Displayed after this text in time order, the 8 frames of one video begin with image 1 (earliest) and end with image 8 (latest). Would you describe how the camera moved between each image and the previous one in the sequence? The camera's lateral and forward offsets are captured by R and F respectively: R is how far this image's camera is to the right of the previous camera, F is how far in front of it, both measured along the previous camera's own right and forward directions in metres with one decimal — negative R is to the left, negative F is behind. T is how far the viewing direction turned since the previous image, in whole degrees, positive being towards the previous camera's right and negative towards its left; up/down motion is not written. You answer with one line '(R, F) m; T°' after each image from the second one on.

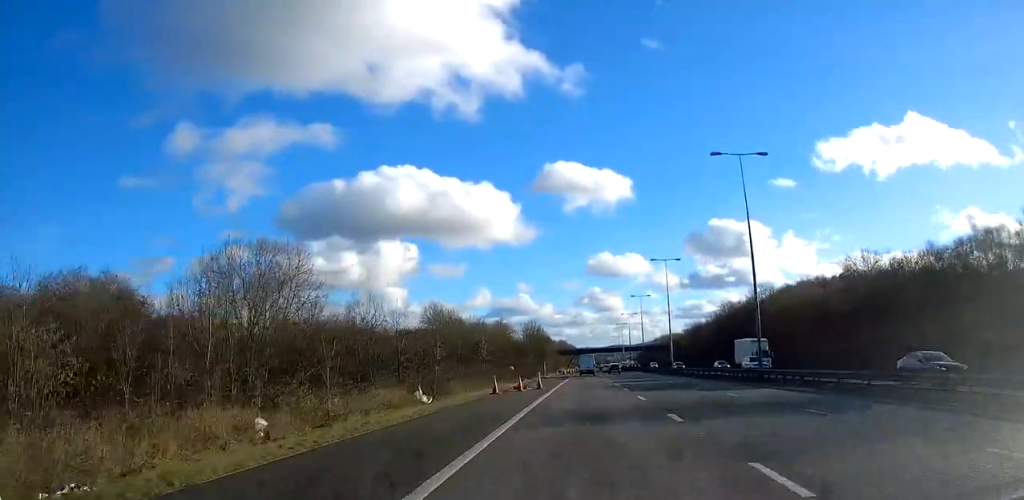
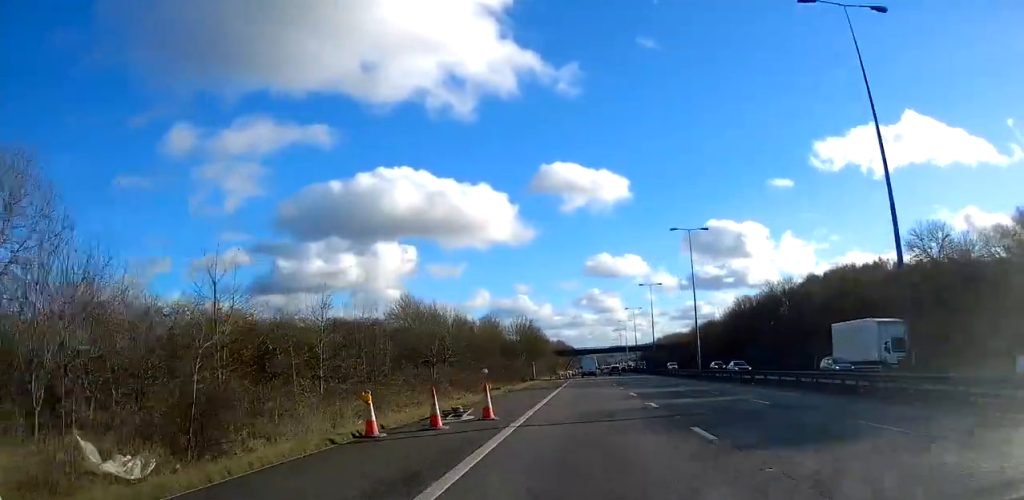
(0.0, +20.4) m; 0°
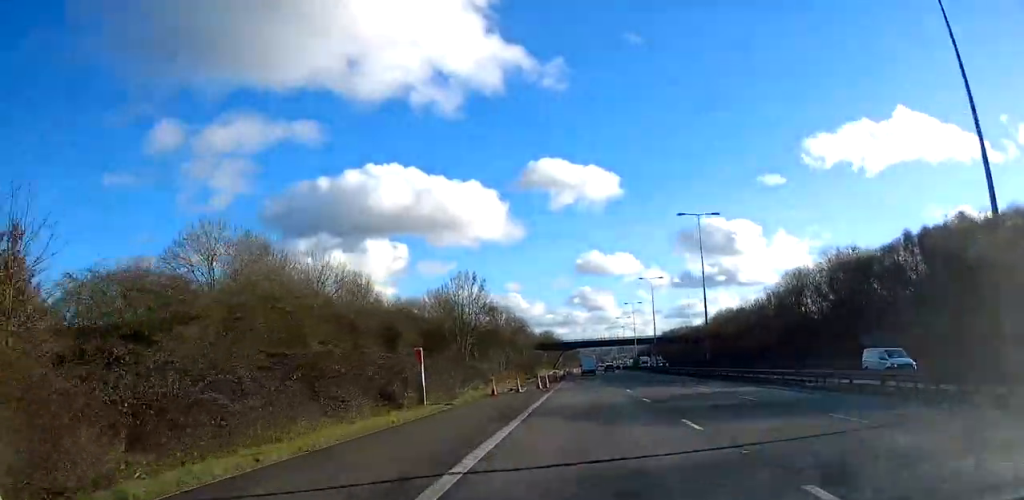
(+0.2, +52.3) m; 0°
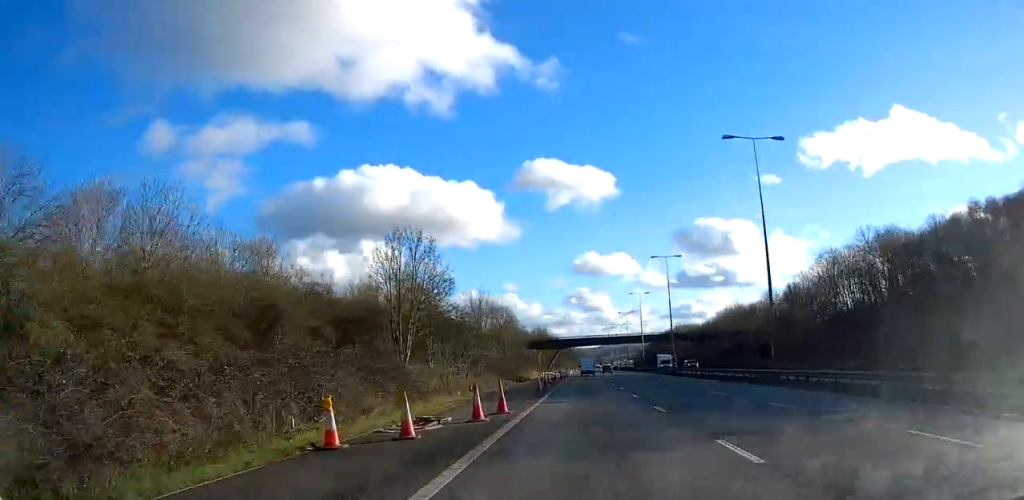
(+0.1, +22.0) m; 0°
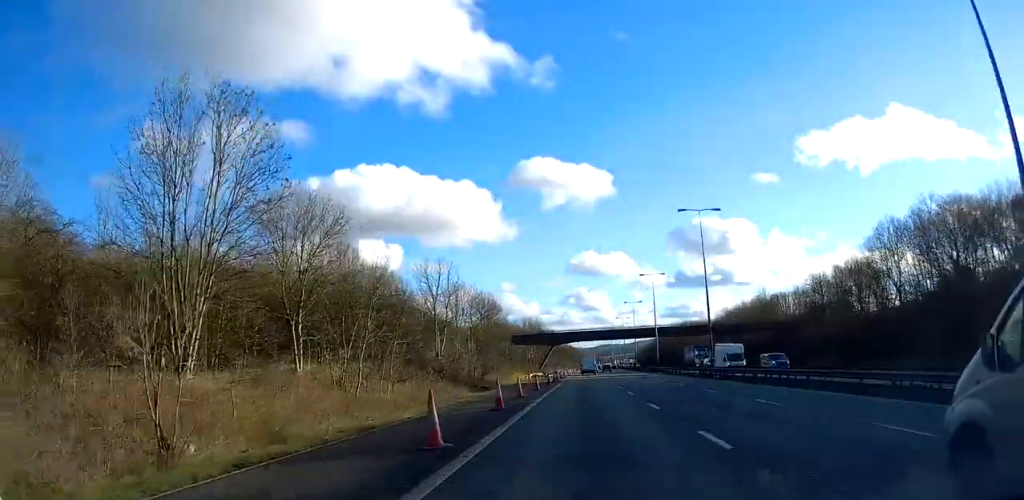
(+0.1, +25.6) m; +1°
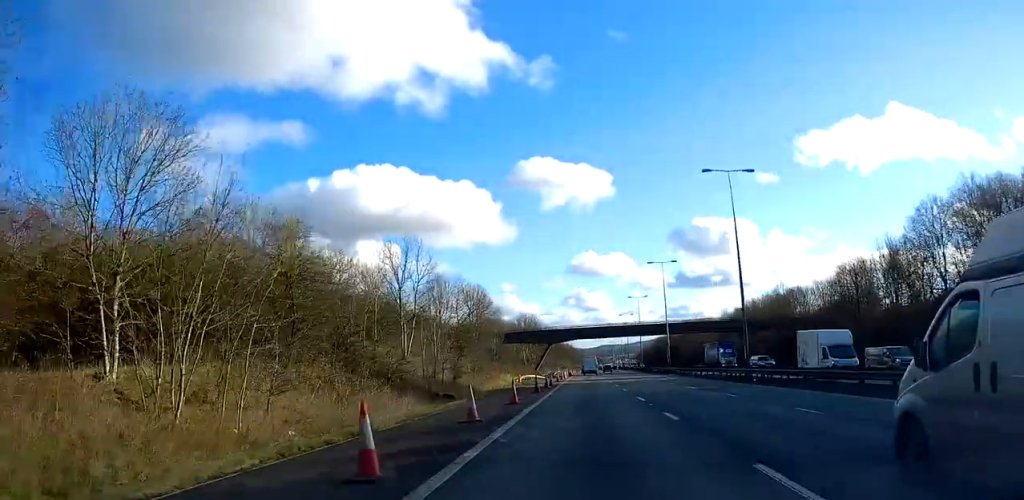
(+0.1, +13.2) m; 0°
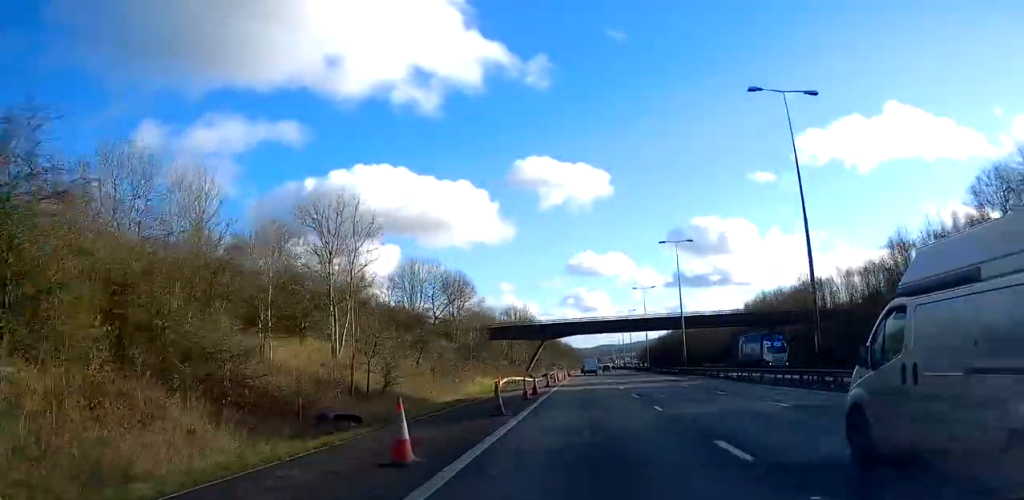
(+0.1, +14.1) m; 0°
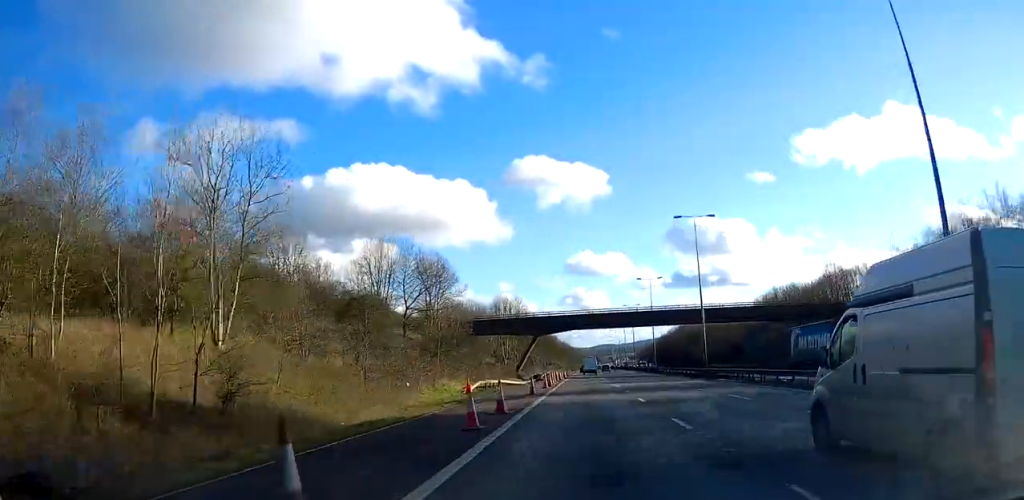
(-0.1, +13.3) m; 0°
